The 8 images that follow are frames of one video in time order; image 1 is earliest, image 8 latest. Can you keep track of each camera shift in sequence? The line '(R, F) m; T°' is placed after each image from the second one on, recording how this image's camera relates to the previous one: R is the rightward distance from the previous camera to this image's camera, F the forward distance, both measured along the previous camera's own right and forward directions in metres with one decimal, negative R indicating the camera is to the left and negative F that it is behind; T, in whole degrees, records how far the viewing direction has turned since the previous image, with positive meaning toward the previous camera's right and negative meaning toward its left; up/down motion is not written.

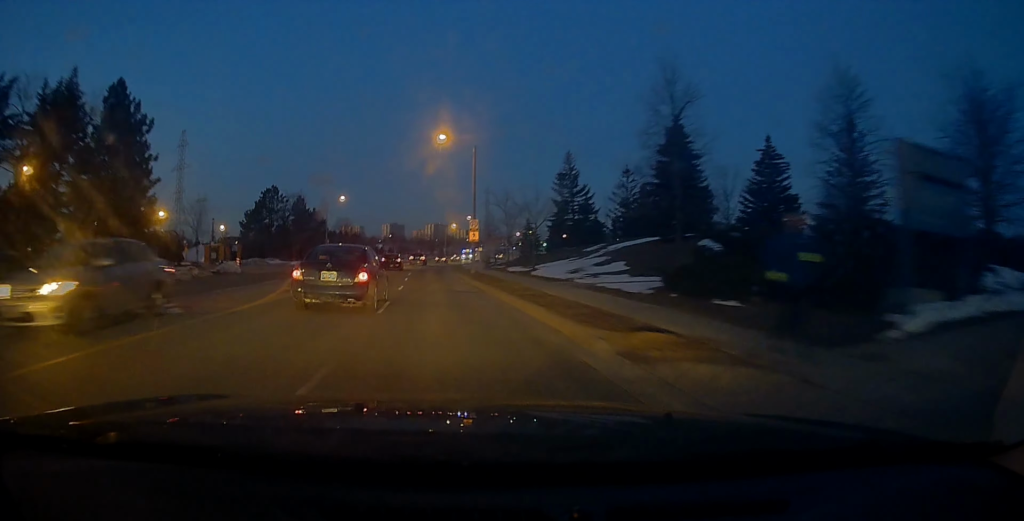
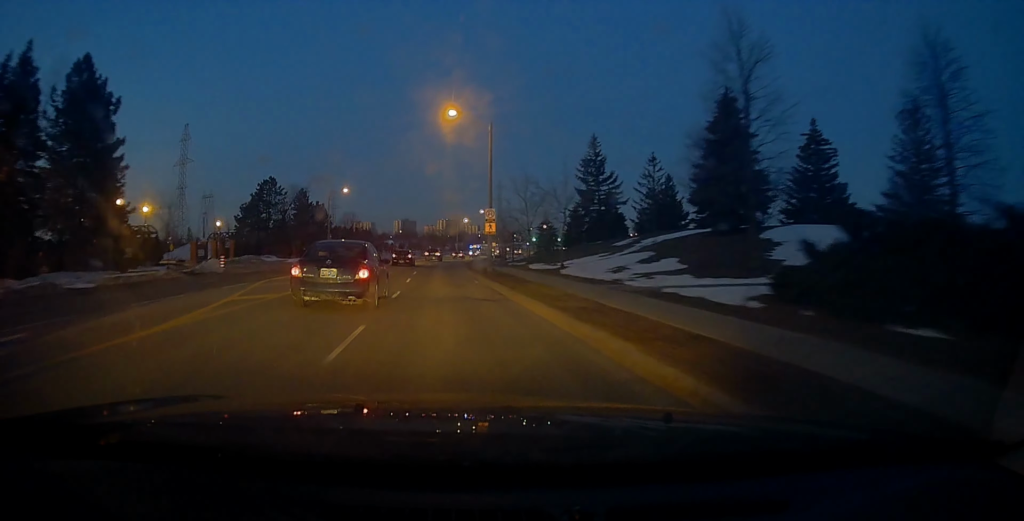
(+0.3, +5.8) m; -1°
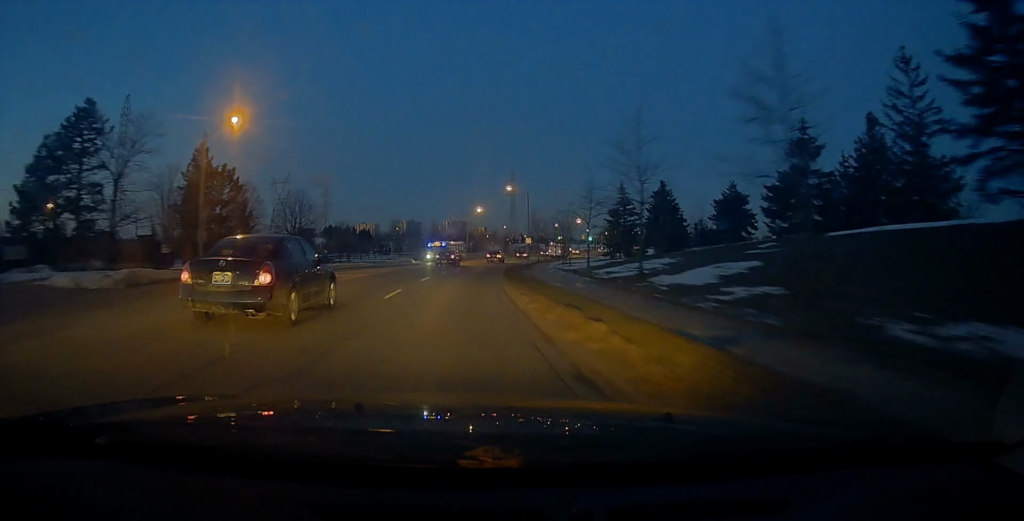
(-3.2, +41.6) m; -4°
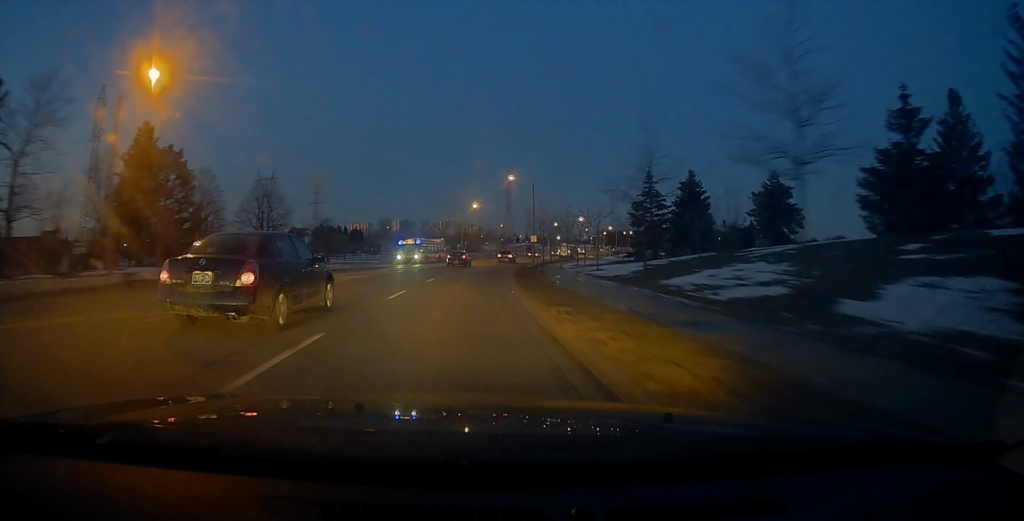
(0.0, +10.0) m; 0°
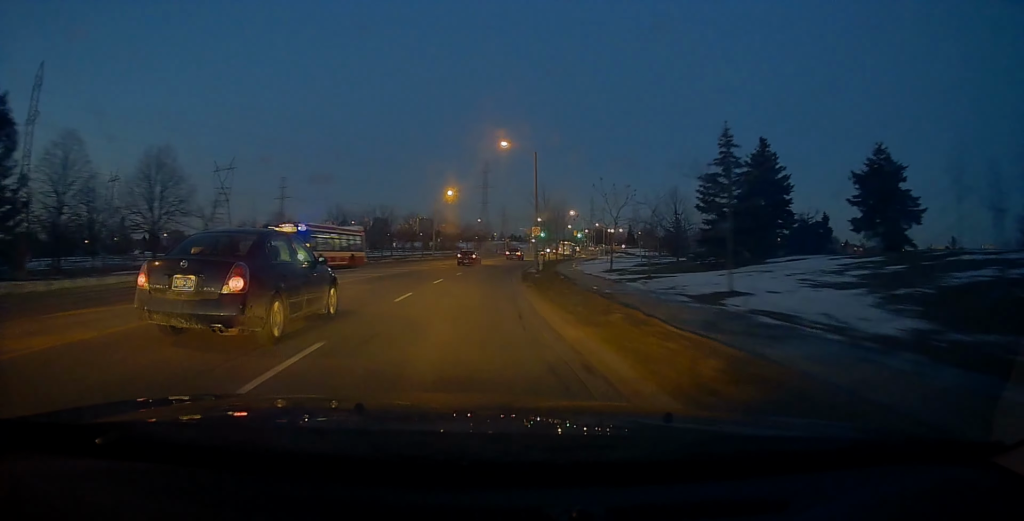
(0.0, +18.7) m; +2°
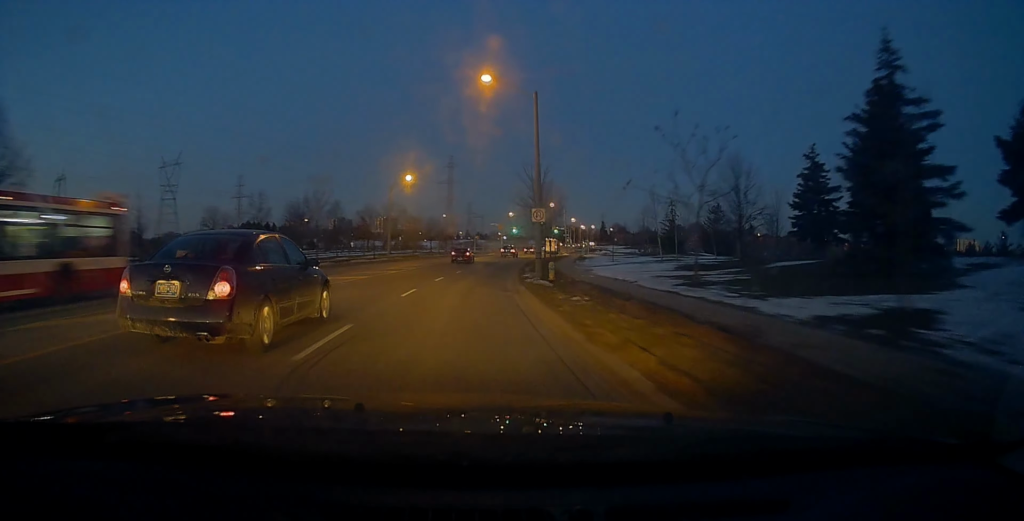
(+0.5, +16.3) m; +2°
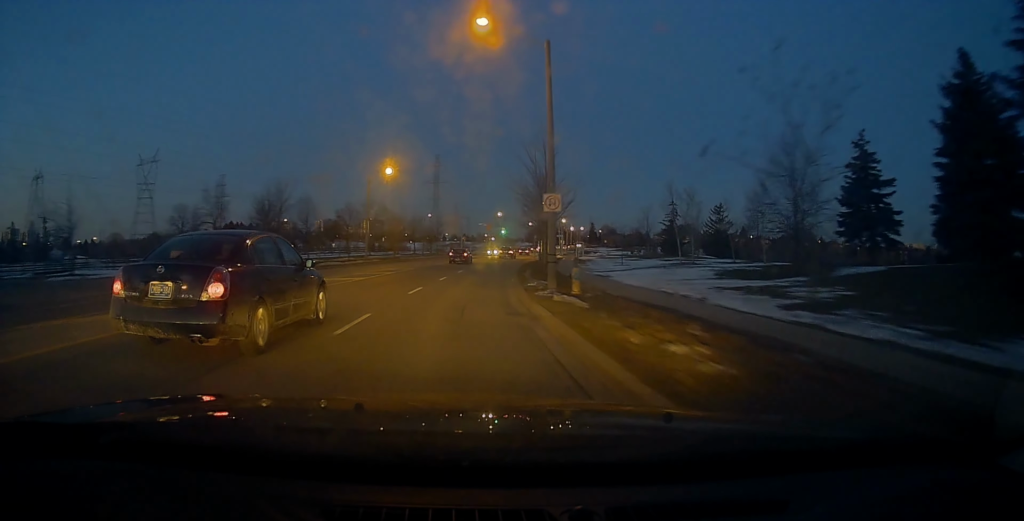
(0.0, +7.2) m; +1°
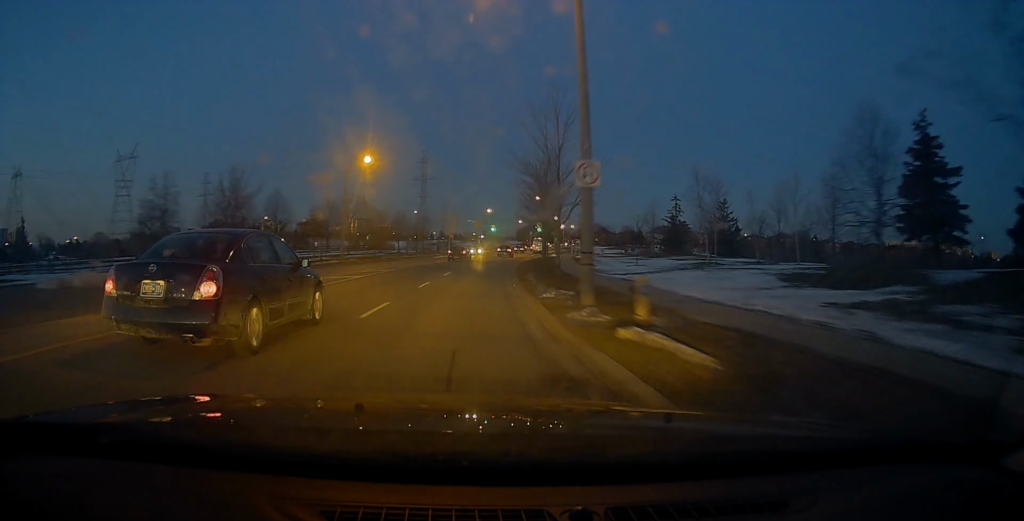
(0.0, +6.6) m; +1°
